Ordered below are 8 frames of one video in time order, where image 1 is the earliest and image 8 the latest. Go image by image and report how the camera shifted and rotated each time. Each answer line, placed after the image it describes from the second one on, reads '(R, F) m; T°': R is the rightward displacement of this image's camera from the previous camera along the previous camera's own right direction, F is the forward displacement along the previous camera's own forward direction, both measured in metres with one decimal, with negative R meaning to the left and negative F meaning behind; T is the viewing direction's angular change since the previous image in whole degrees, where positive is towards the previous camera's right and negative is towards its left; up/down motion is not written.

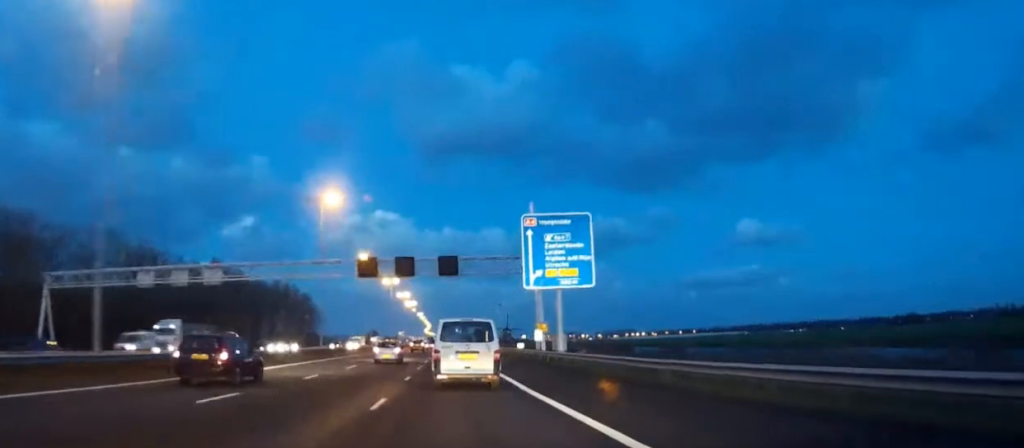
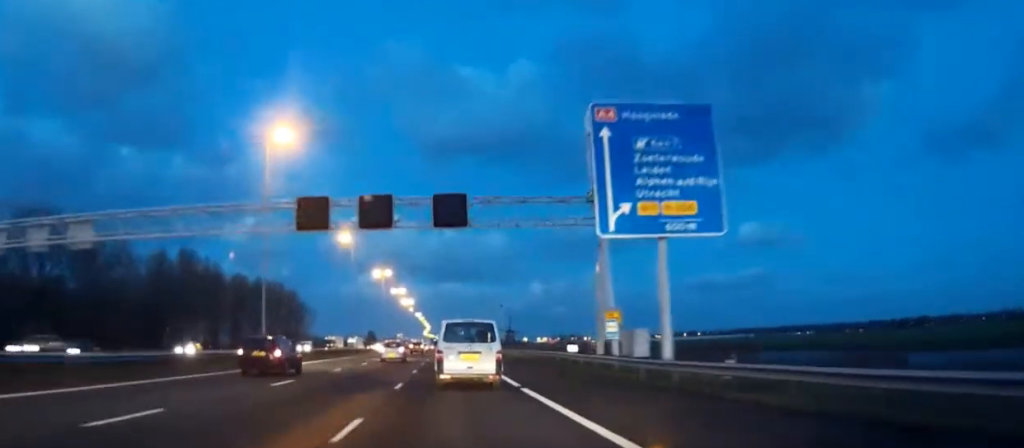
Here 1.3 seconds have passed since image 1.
(-0.1, +28.8) m; 0°
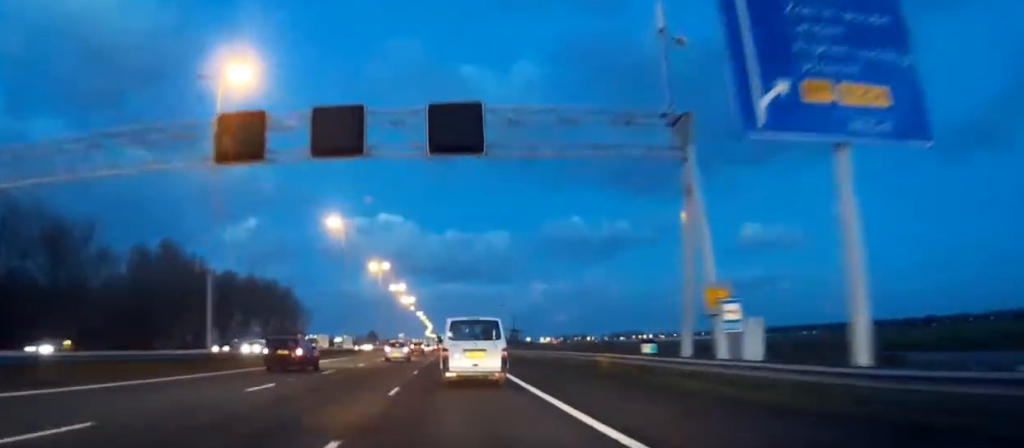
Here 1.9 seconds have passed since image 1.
(0.0, +15.2) m; 0°
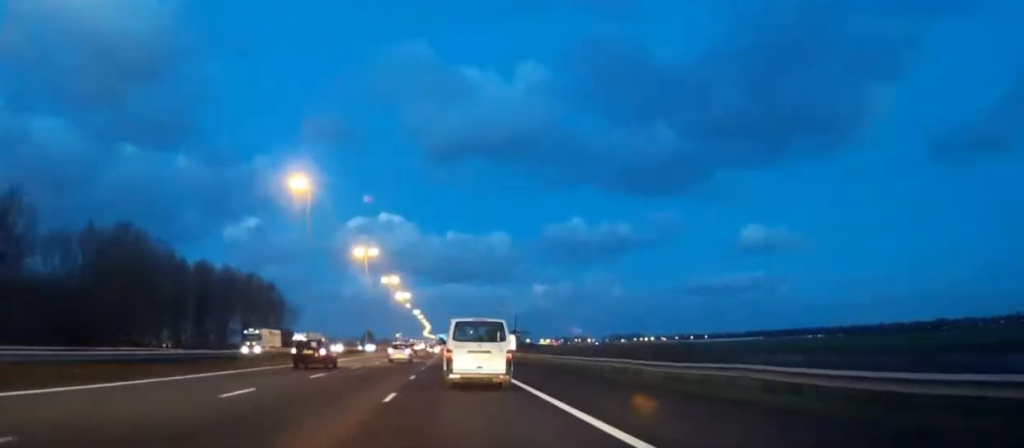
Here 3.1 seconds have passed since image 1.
(+0.2, +25.9) m; +1°
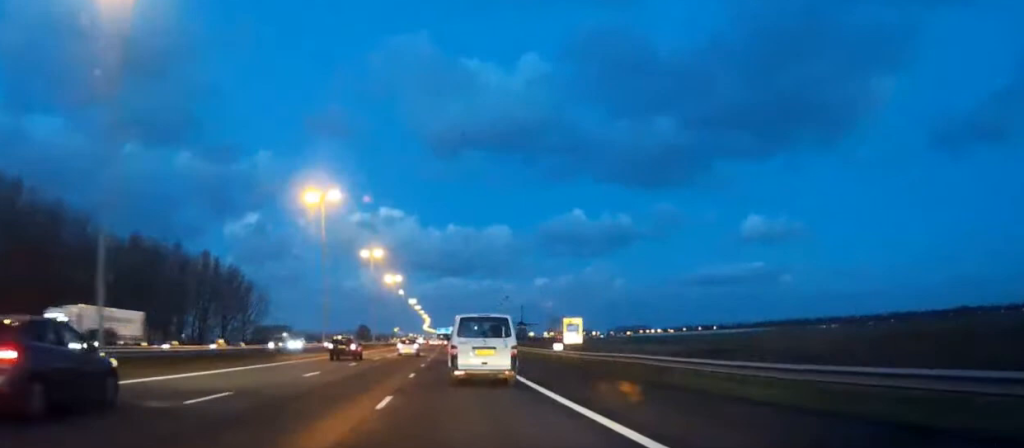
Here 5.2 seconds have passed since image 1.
(+0.2, +49.3) m; 0°
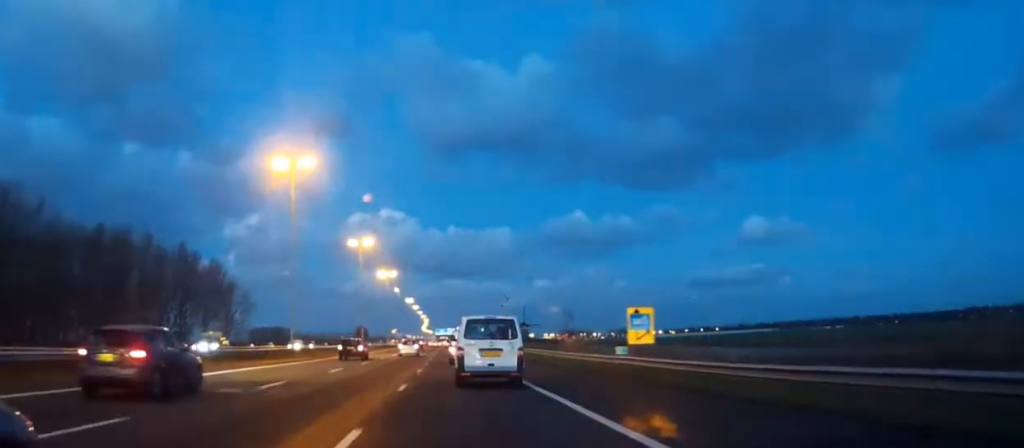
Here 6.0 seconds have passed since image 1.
(0.0, +18.1) m; 0°
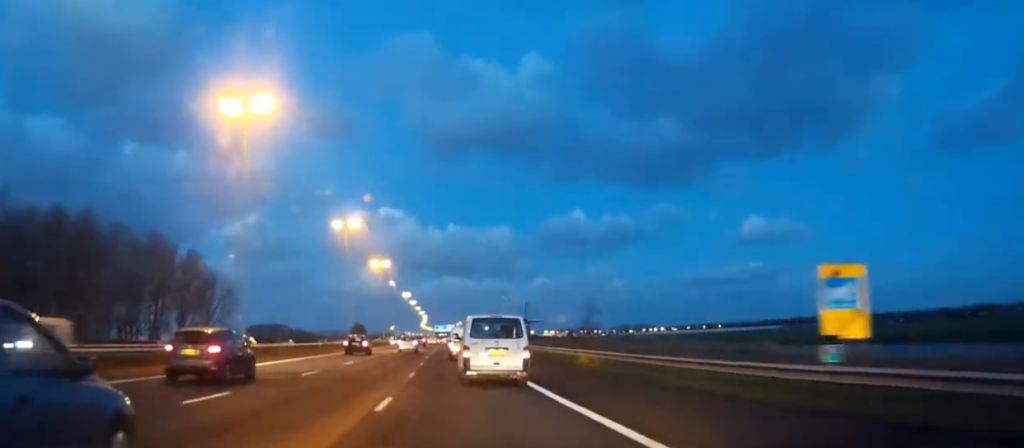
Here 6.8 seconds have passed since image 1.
(0.0, +18.2) m; -1°
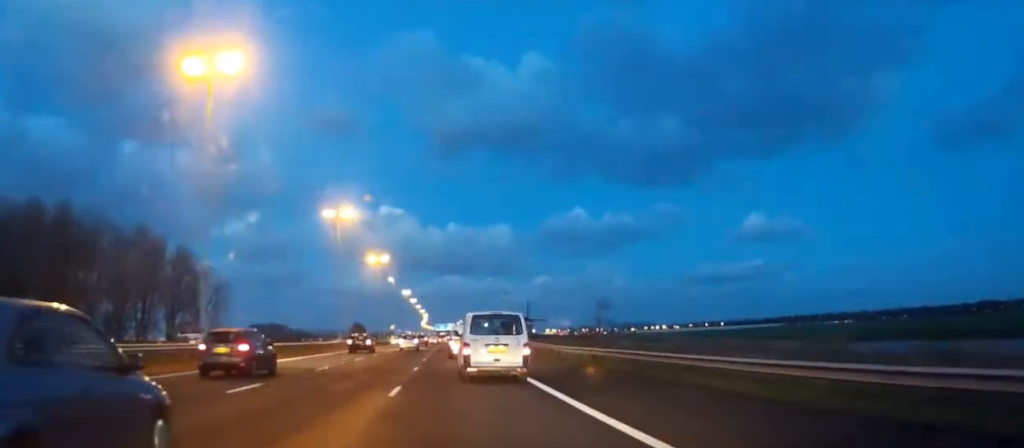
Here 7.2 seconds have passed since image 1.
(-0.1, +9.1) m; 0°
